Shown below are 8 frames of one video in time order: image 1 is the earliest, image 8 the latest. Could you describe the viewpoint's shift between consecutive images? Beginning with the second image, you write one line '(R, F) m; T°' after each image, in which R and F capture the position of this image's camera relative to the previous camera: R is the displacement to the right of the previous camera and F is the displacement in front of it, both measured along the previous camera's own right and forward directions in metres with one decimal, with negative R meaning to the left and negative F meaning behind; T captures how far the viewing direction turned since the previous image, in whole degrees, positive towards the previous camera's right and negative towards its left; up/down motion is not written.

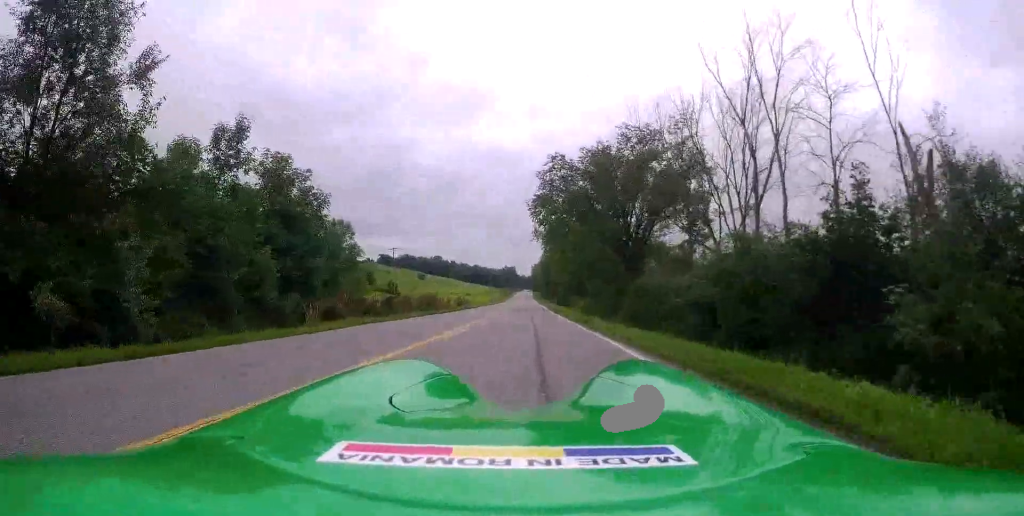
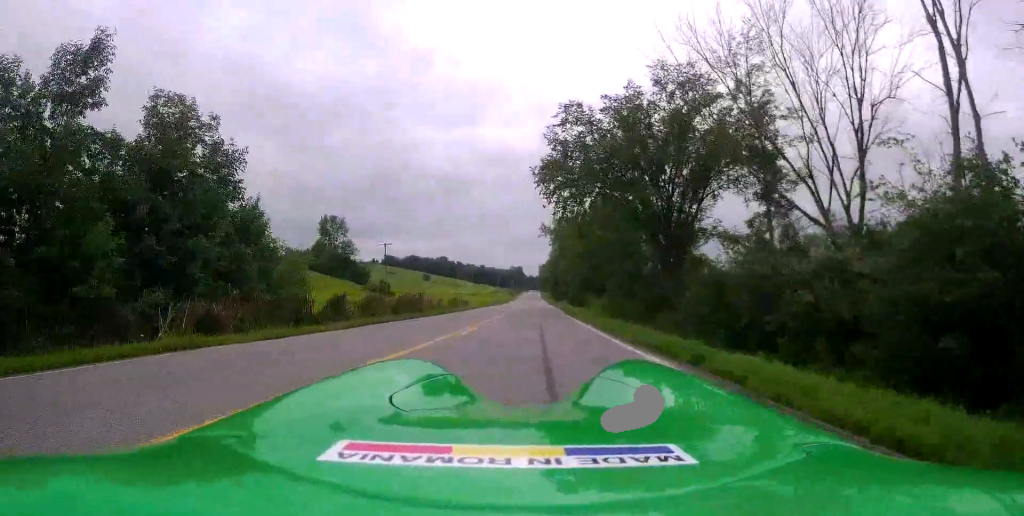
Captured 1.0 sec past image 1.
(0.0, +11.0) m; 0°
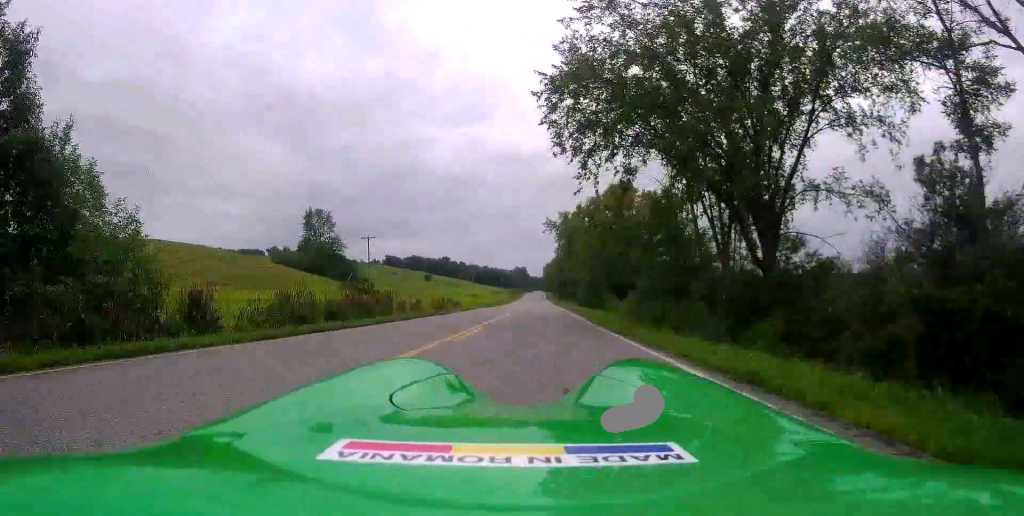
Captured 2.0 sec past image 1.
(0.0, +12.5) m; 0°
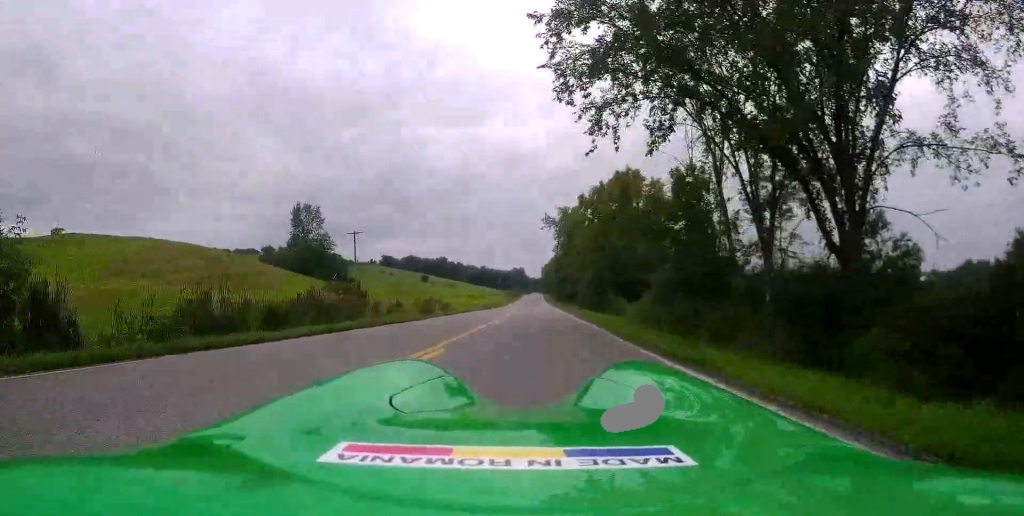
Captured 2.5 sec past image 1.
(0.0, +5.8) m; 0°
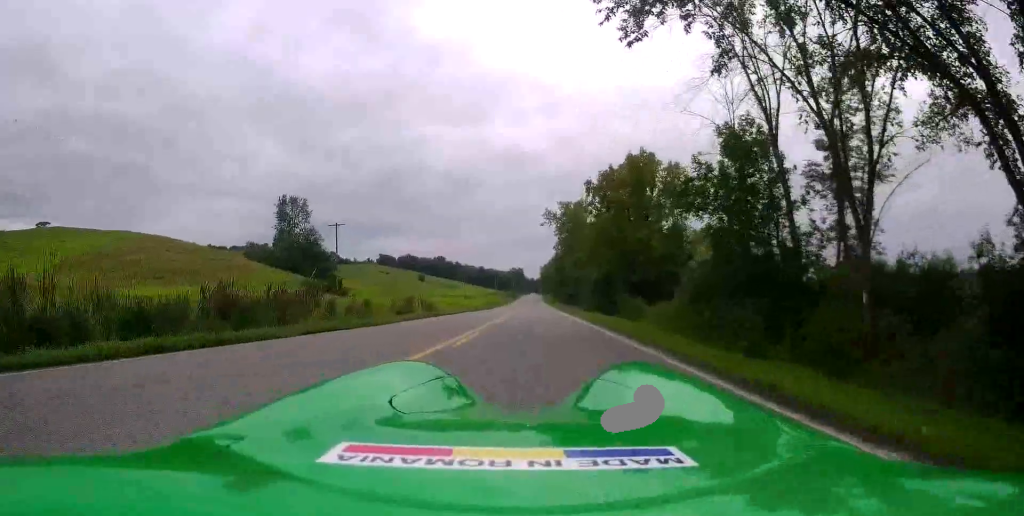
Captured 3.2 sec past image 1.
(0.0, +7.4) m; -1°
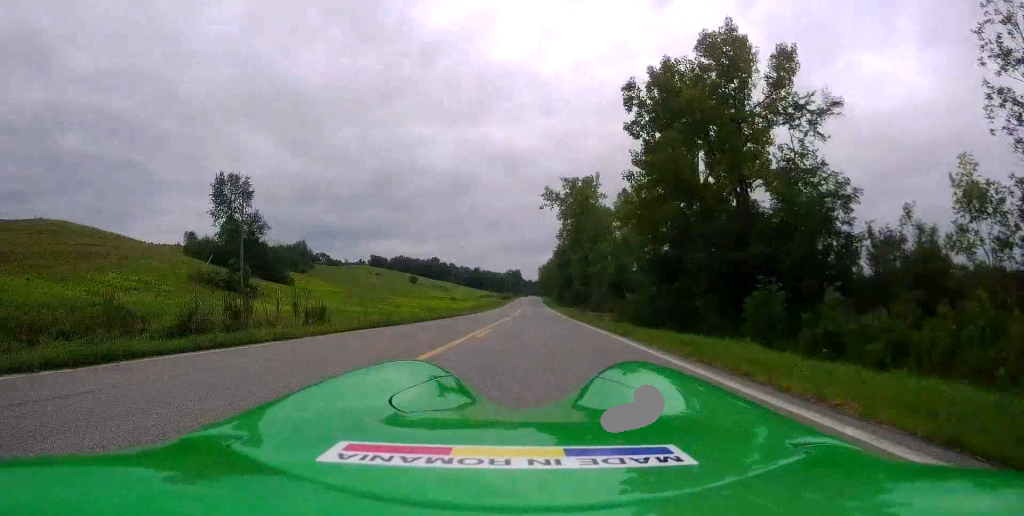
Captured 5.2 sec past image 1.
(-0.3, +24.9) m; -1°
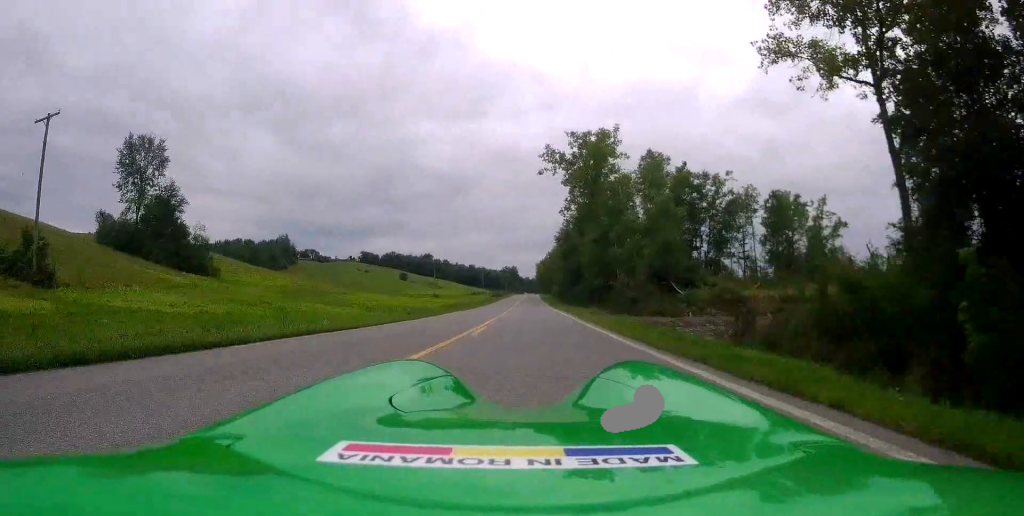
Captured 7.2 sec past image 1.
(+0.2, +24.4) m; +3°
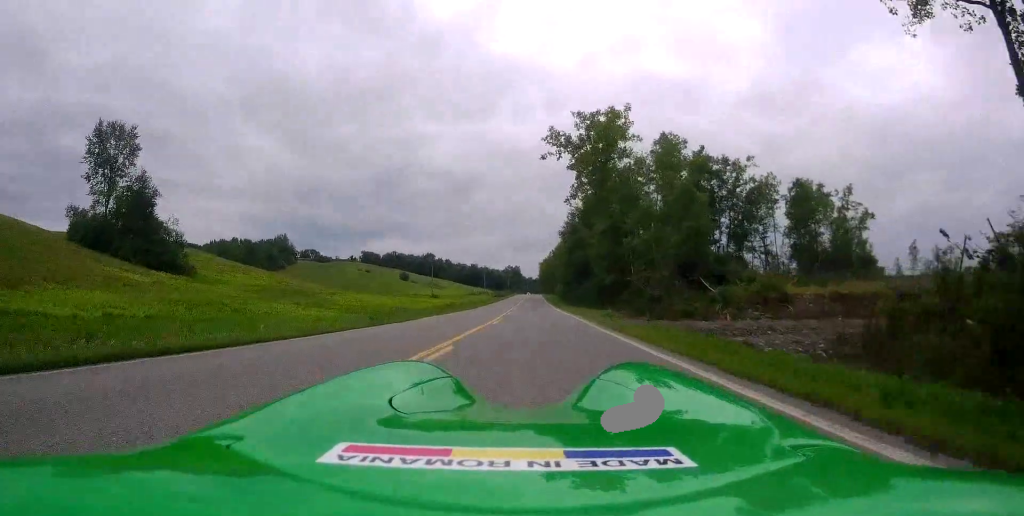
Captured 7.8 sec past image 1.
(+0.1, +6.7) m; 0°
